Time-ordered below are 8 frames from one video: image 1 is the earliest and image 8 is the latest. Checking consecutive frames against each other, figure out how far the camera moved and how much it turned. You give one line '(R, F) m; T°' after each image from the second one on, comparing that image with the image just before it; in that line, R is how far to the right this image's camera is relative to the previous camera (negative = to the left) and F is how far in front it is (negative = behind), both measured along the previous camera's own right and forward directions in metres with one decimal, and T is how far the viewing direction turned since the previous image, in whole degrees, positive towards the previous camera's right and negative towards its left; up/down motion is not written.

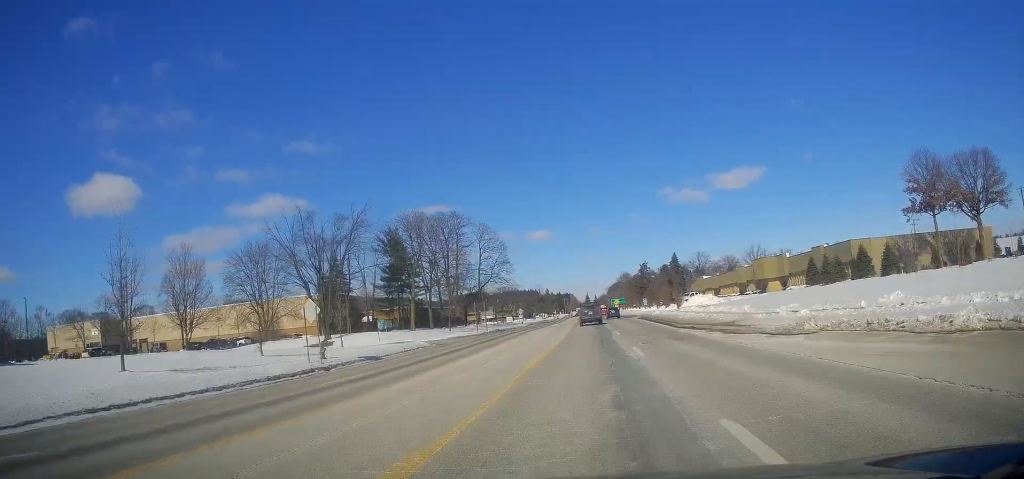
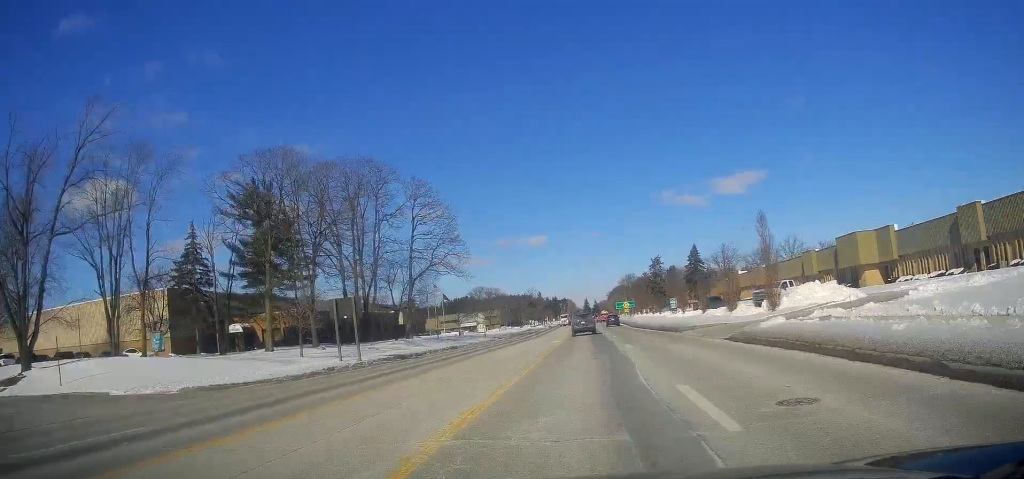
(-0.8, +43.8) m; -1°
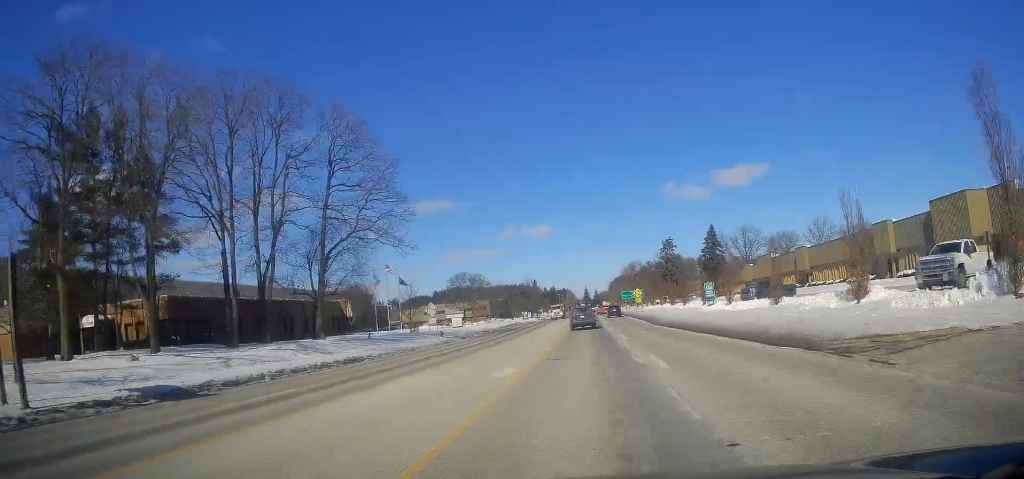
(+0.3, +23.9) m; 0°
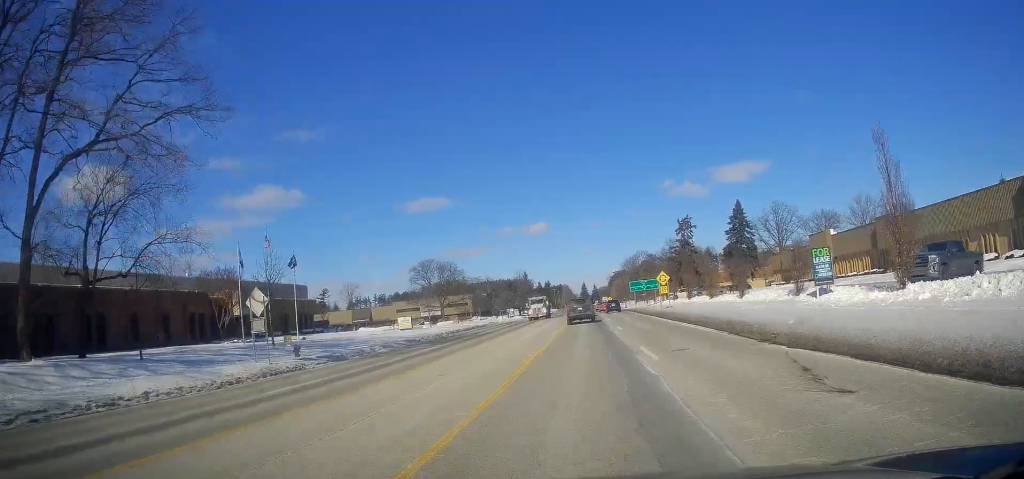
(-0.4, +29.0) m; -1°
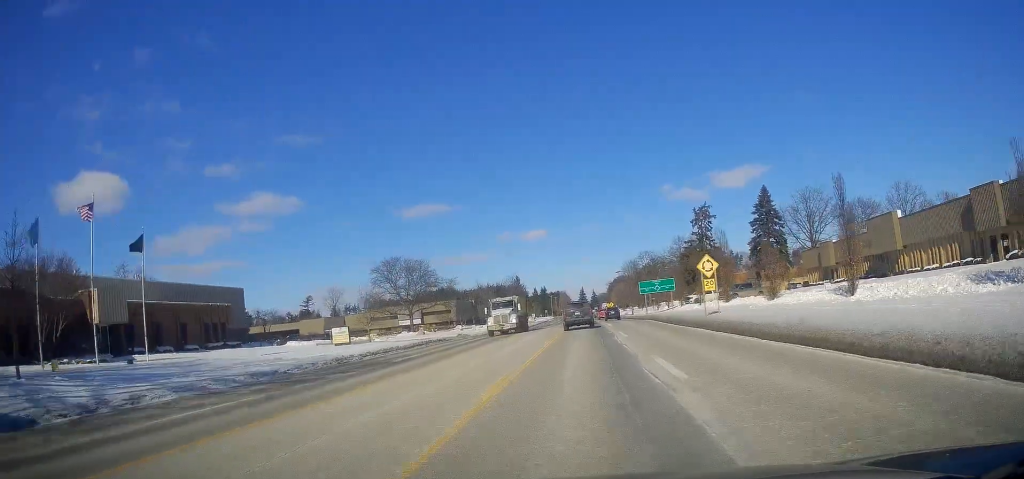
(0.0, +19.8) m; +2°
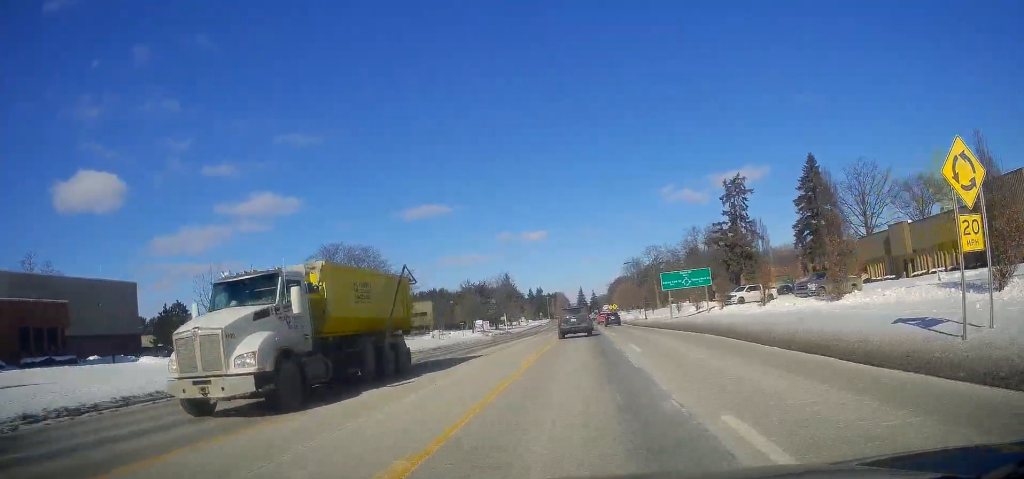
(+0.6, +22.8) m; 0°
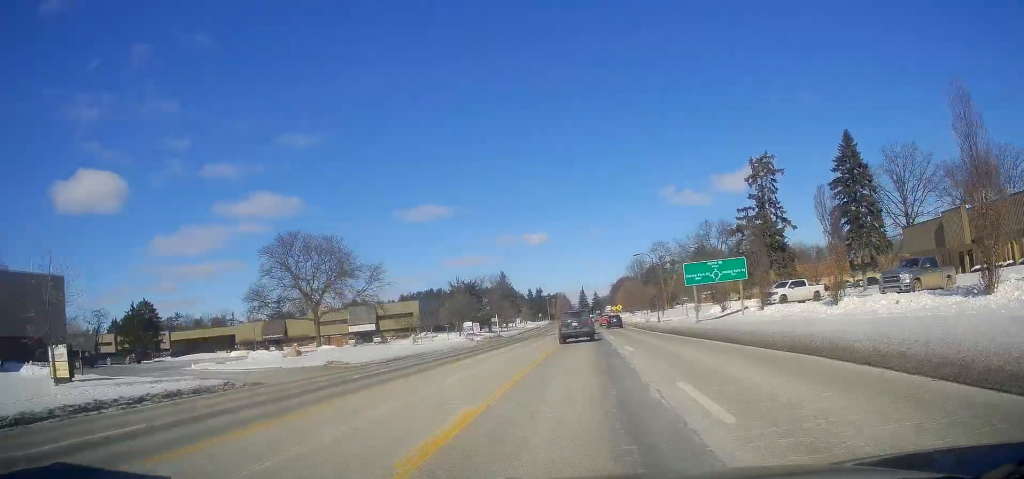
(-0.1, +11.7) m; -1°
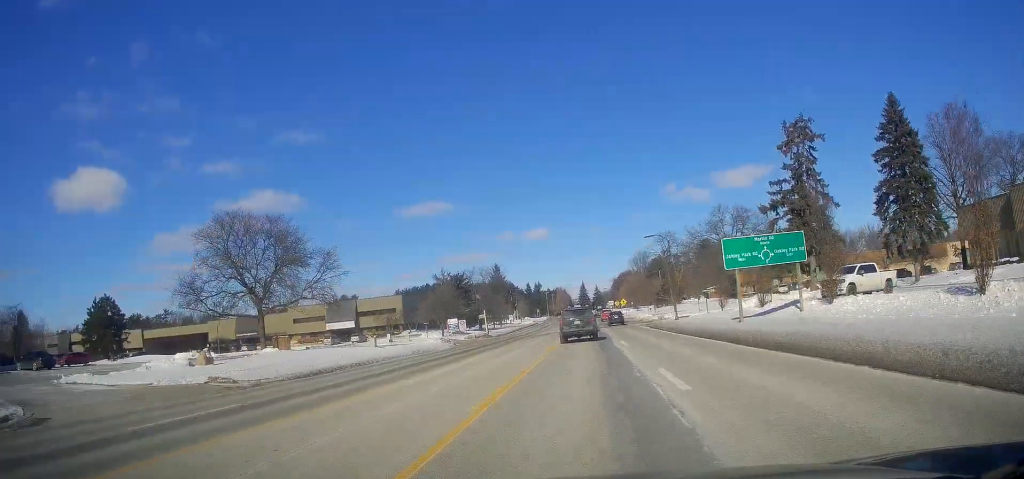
(-0.2, +11.6) m; 0°
